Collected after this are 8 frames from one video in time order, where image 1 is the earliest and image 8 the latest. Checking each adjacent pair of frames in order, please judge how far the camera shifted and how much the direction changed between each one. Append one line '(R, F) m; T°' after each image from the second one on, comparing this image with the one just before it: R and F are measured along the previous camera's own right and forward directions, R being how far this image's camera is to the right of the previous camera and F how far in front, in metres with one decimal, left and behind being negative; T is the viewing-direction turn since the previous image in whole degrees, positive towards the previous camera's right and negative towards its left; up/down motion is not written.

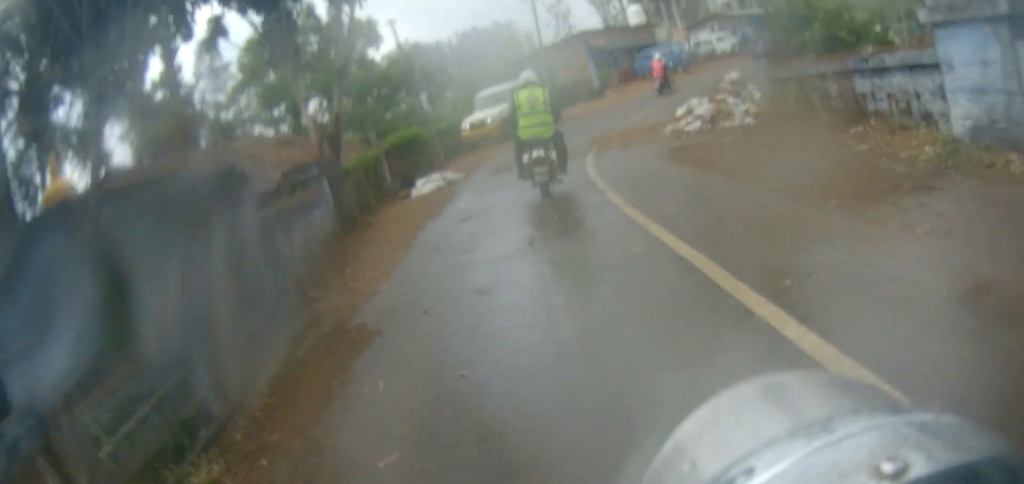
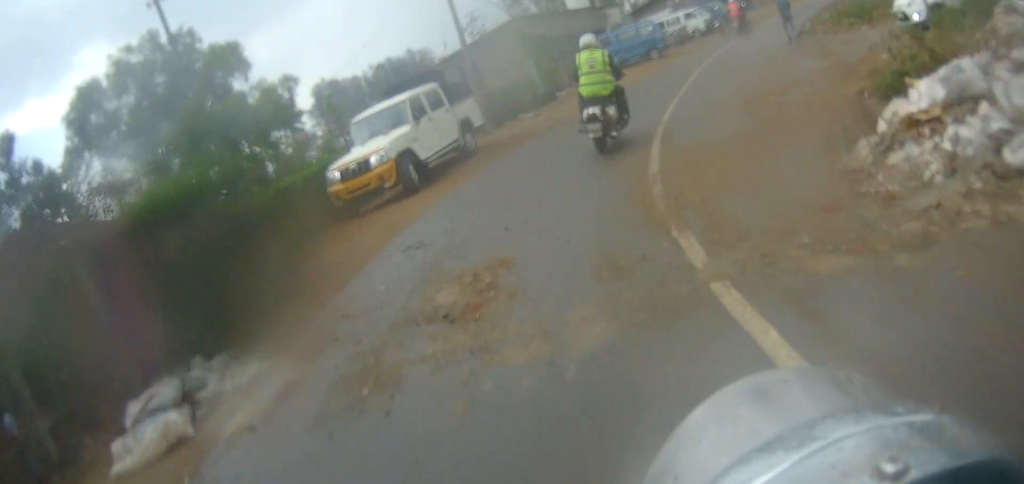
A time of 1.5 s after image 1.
(0.0, +10.9) m; +1°
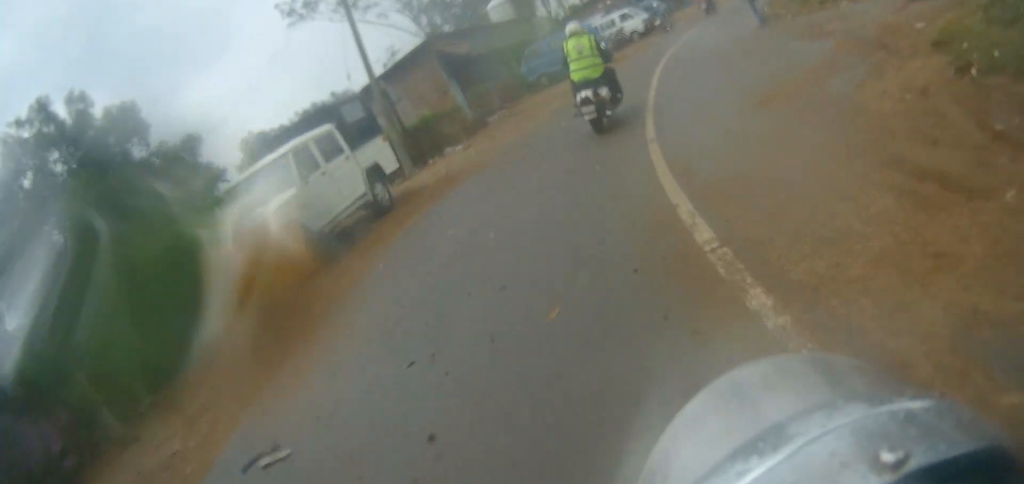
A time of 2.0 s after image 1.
(0.0, +3.5) m; +5°
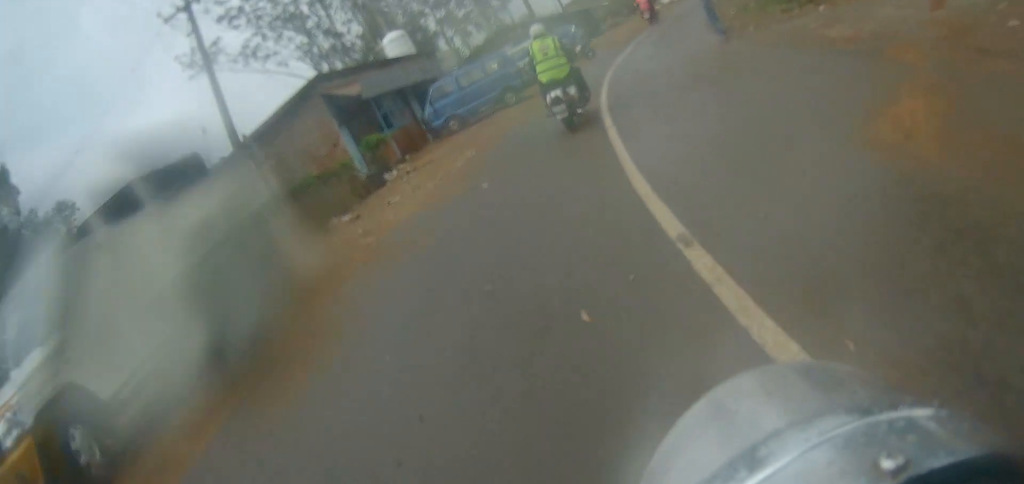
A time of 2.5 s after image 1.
(-0.2, +3.8) m; +9°
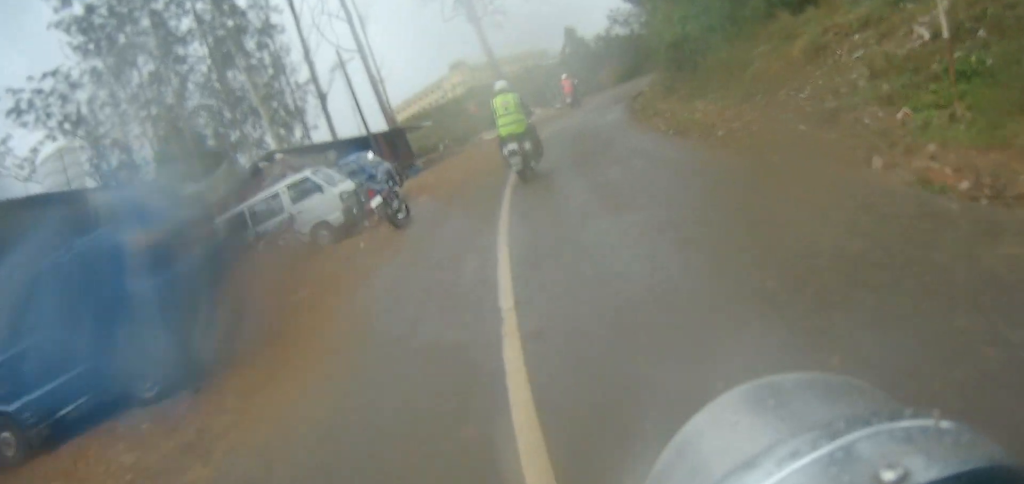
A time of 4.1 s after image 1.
(+3.6, +13.3) m; +22°
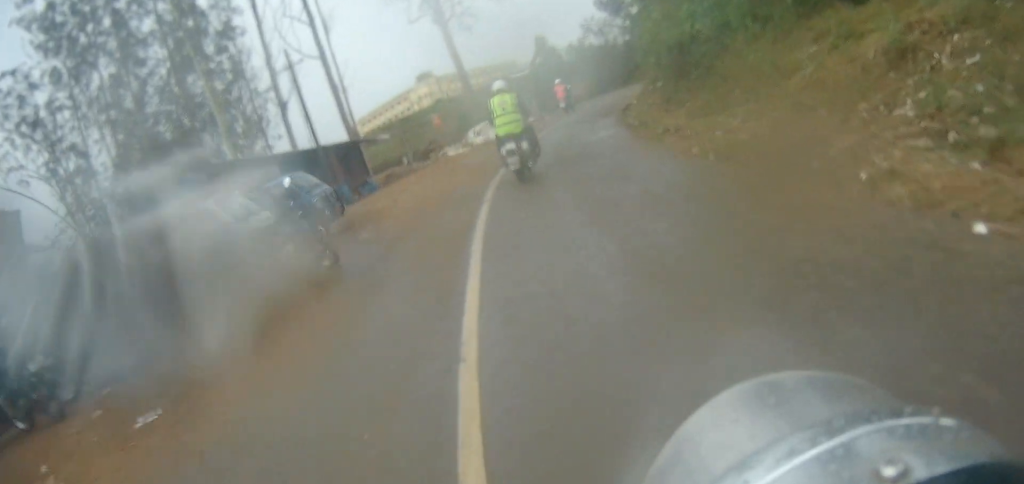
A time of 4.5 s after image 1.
(-0.2, +3.6) m; +3°
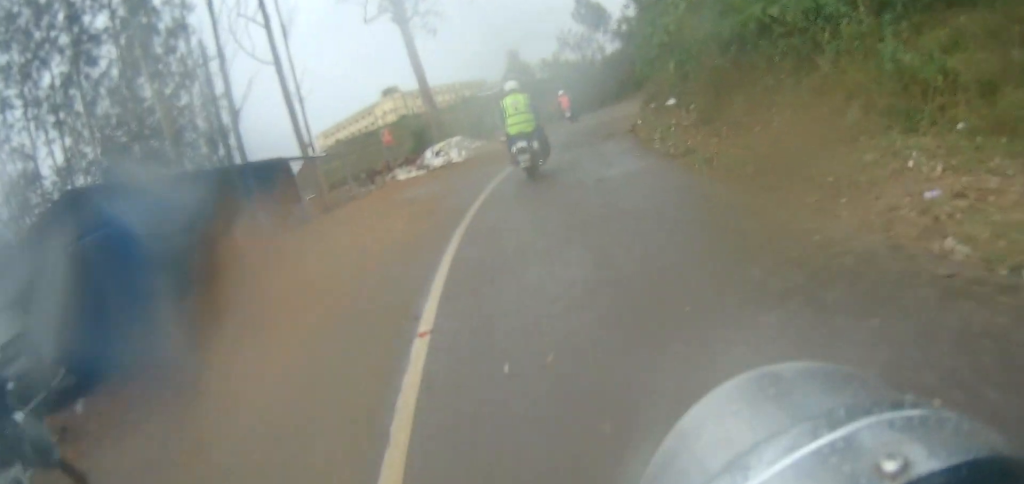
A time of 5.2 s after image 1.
(+0.4, +5.9) m; +5°
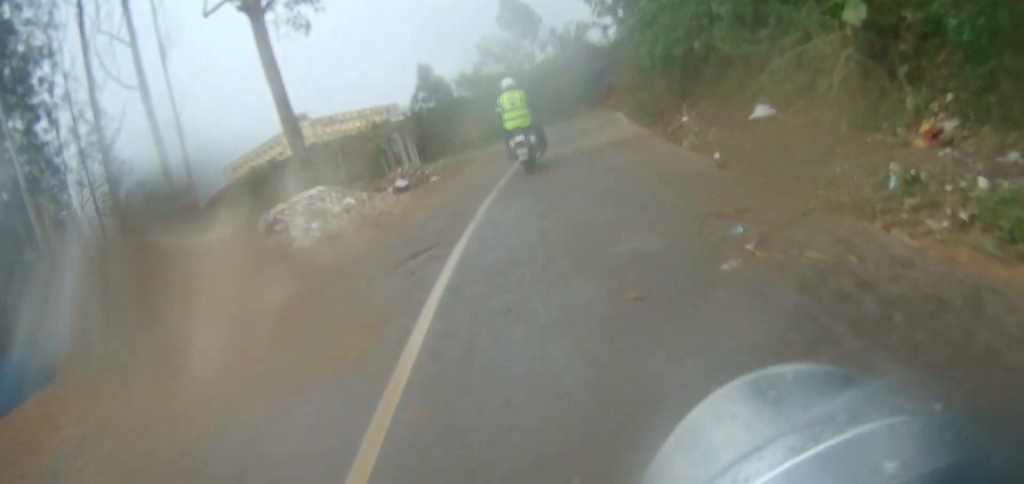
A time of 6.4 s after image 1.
(+1.2, +11.9) m; +9°
